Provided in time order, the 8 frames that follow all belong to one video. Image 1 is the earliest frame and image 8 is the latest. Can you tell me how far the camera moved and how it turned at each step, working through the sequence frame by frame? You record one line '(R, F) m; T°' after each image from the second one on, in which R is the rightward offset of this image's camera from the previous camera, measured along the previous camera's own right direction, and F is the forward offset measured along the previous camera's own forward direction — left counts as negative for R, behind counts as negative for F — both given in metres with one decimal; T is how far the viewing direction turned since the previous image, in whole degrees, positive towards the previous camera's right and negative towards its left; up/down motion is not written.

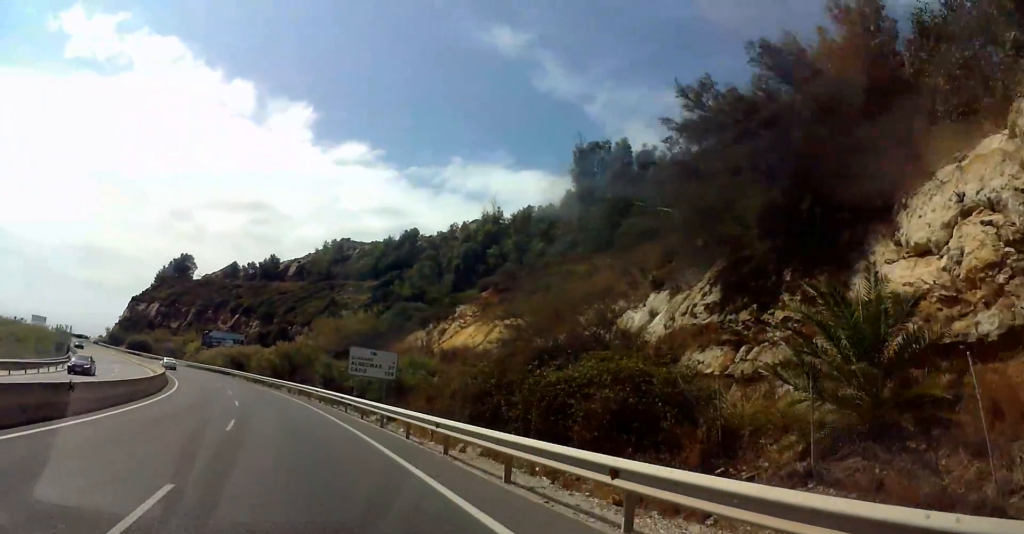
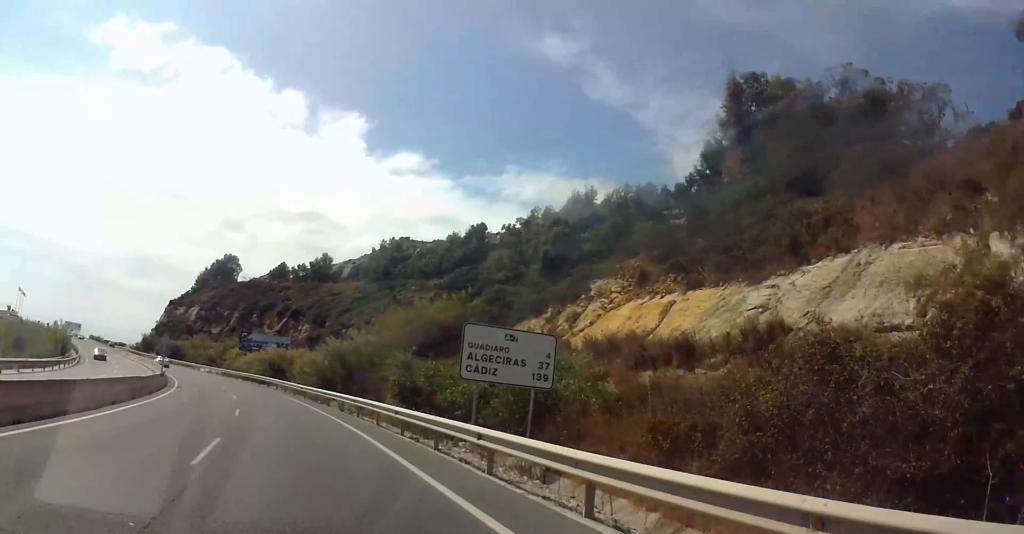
(-1.2, +18.0) m; -3°
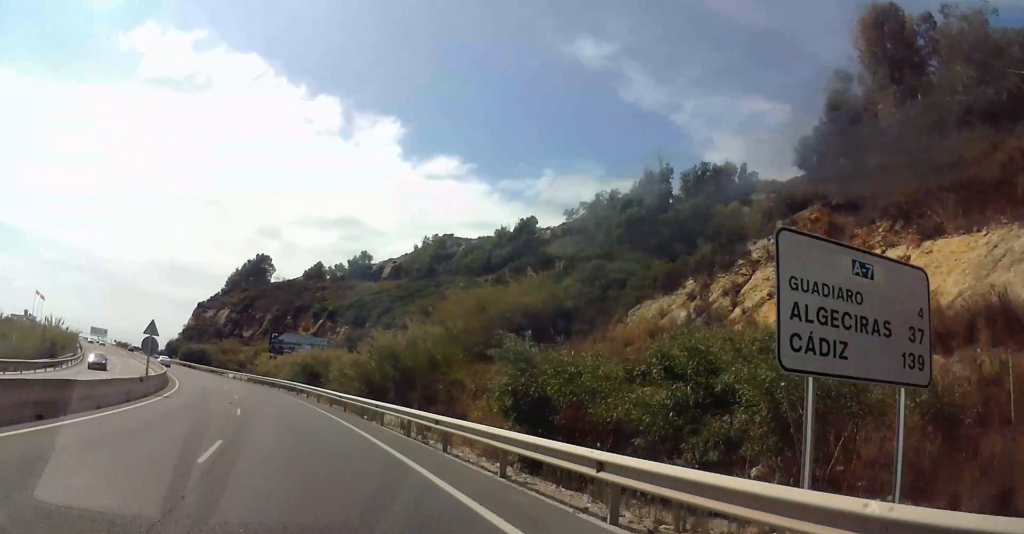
(+0.2, +12.1) m; 0°
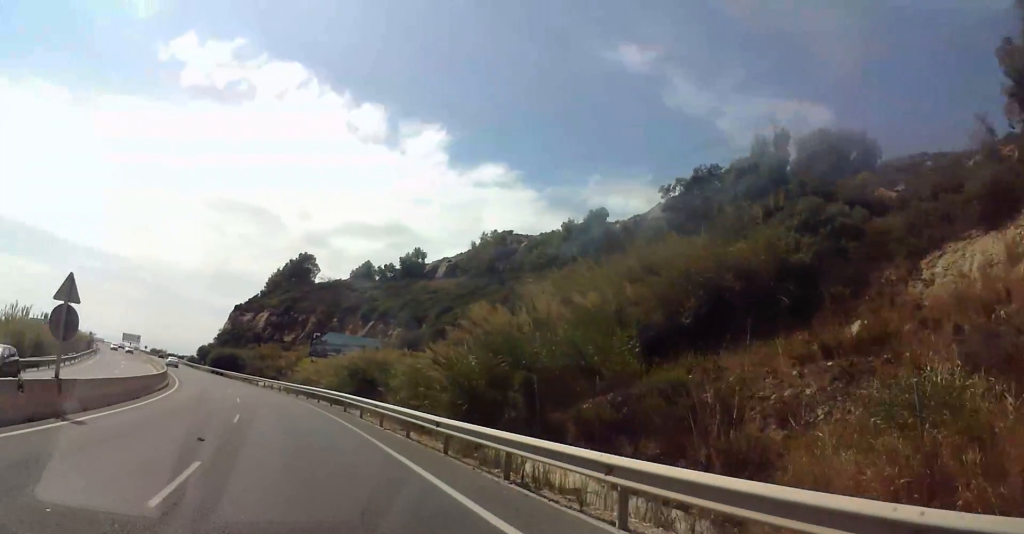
(-0.2, +16.3) m; -3°
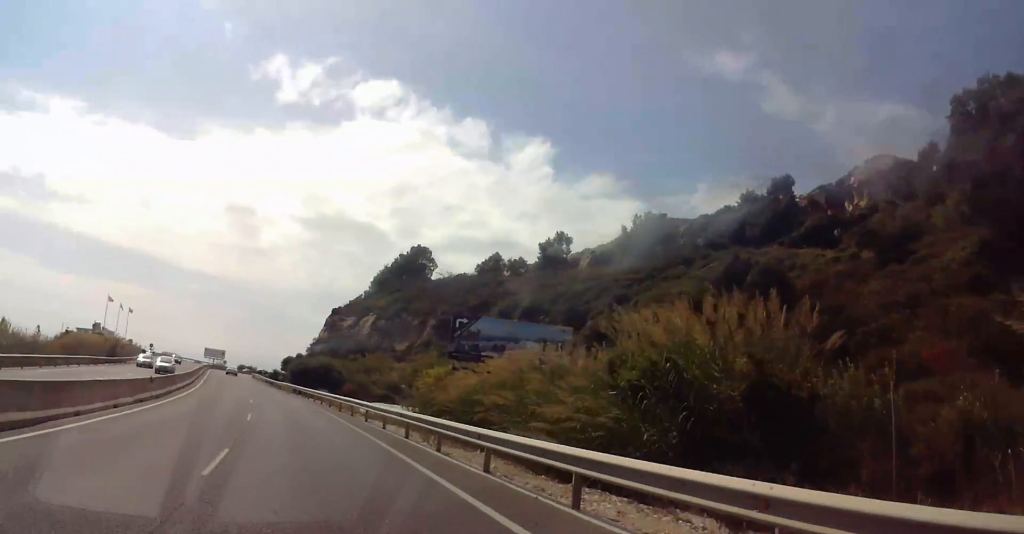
(-2.7, +34.0) m; -9°
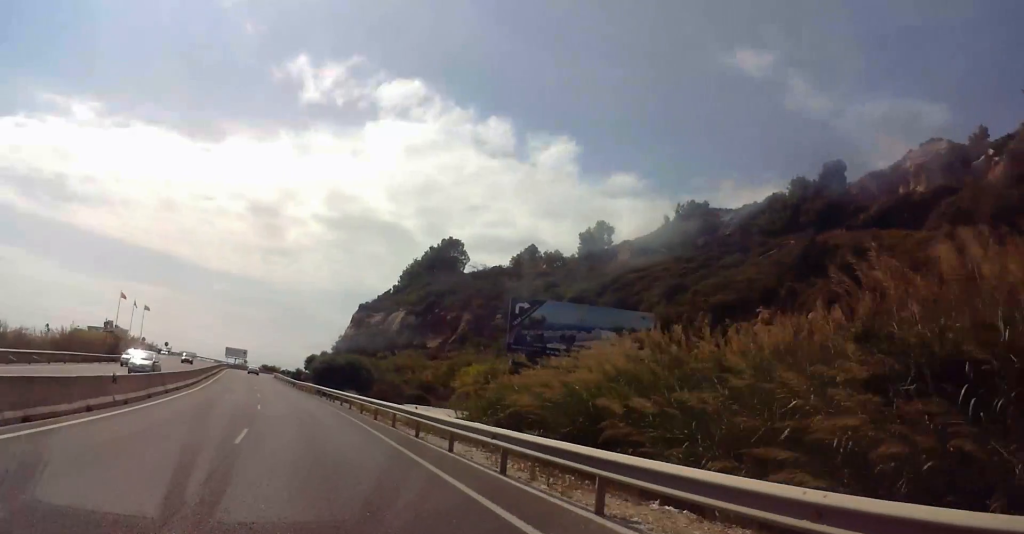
(0.0, +7.8) m; -2°
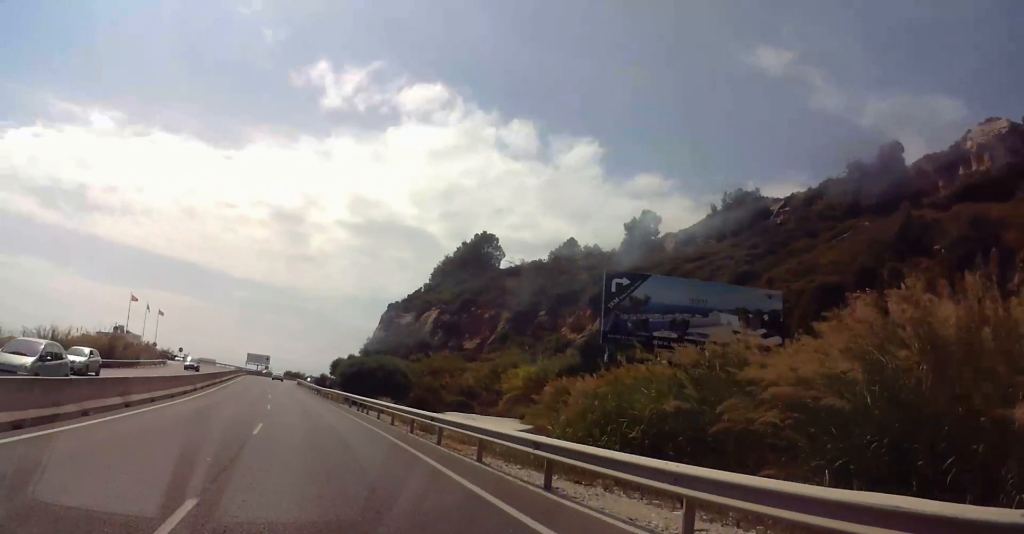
(-0.4, +10.1) m; -2°
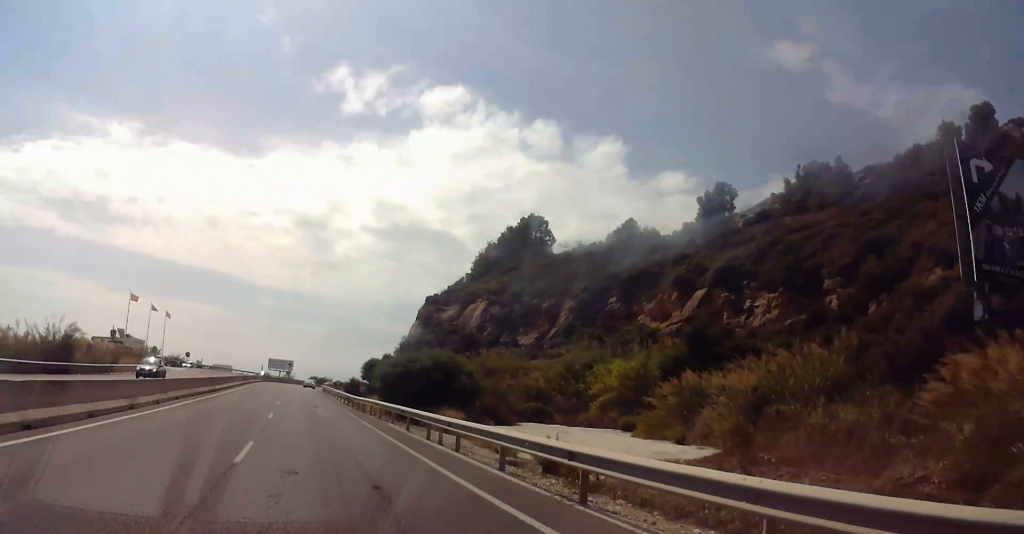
(-0.3, +16.1) m; -2°
